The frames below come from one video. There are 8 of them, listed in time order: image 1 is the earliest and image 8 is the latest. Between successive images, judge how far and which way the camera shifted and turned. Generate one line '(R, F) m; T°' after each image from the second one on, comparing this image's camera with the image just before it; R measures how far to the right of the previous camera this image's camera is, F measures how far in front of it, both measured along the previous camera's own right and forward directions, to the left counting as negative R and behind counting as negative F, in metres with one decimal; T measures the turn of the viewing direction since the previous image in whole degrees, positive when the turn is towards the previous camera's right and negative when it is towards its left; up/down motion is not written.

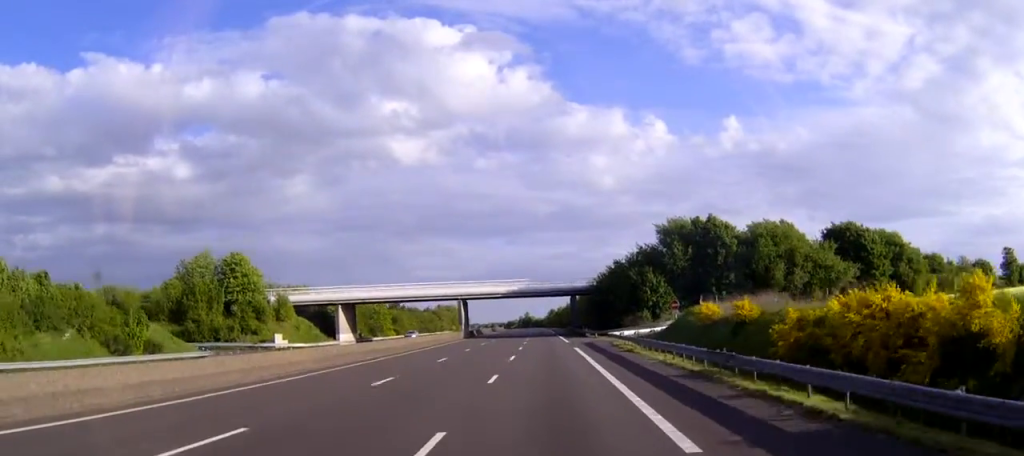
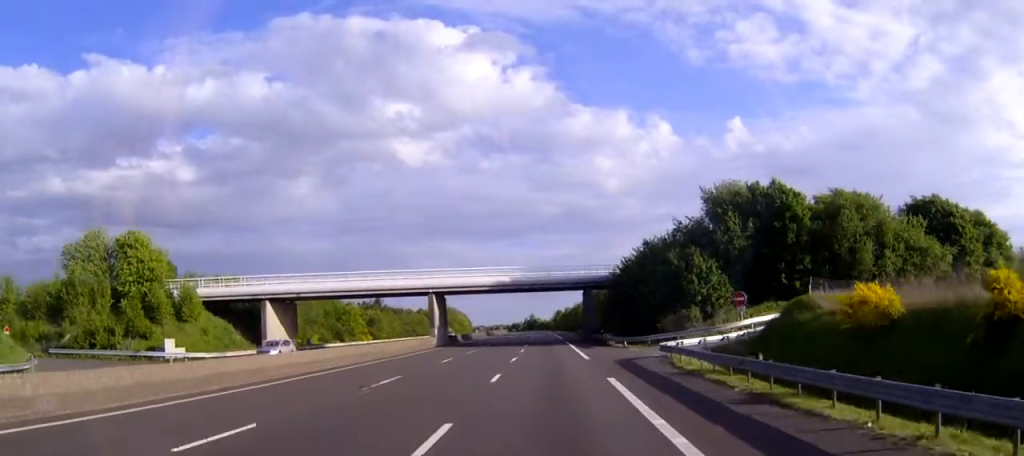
(-0.1, +25.3) m; 0°
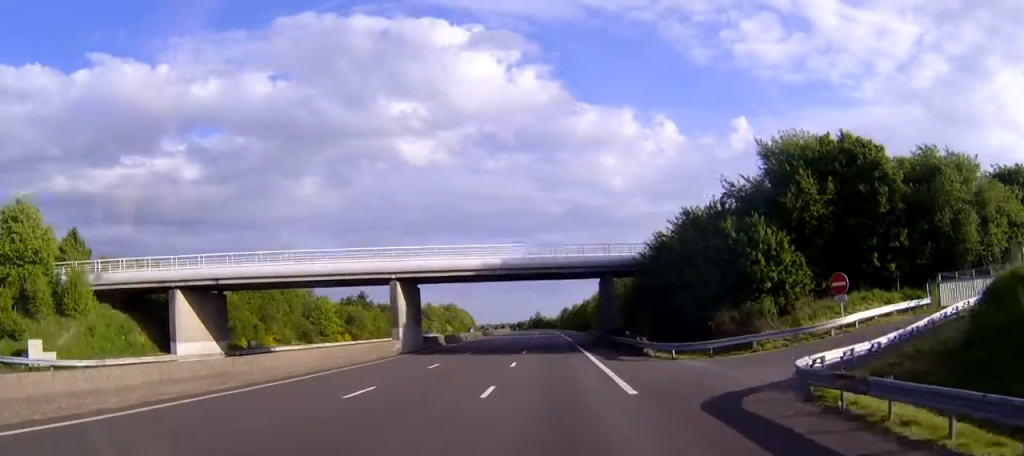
(0.0, +18.1) m; 0°
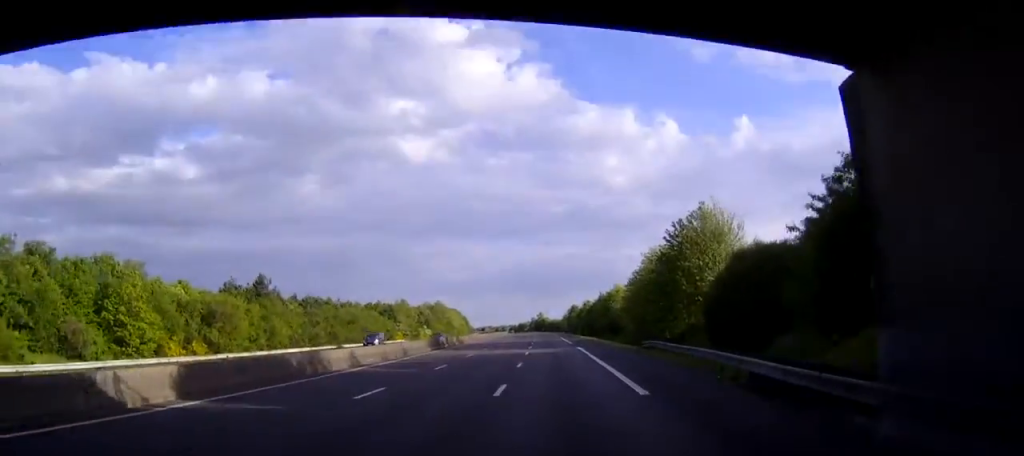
(-0.1, +51.4) m; 0°
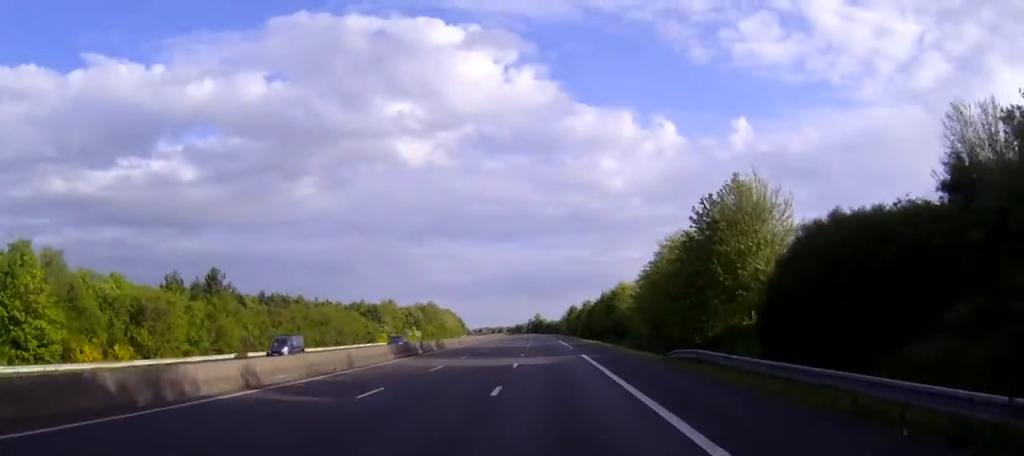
(-0.1, +12.5) m; 0°
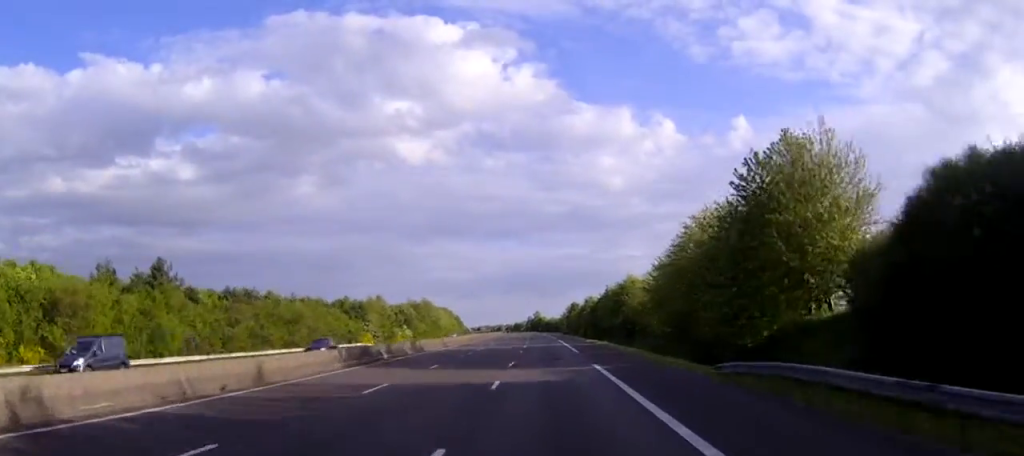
(0.0, +11.6) m; 0°
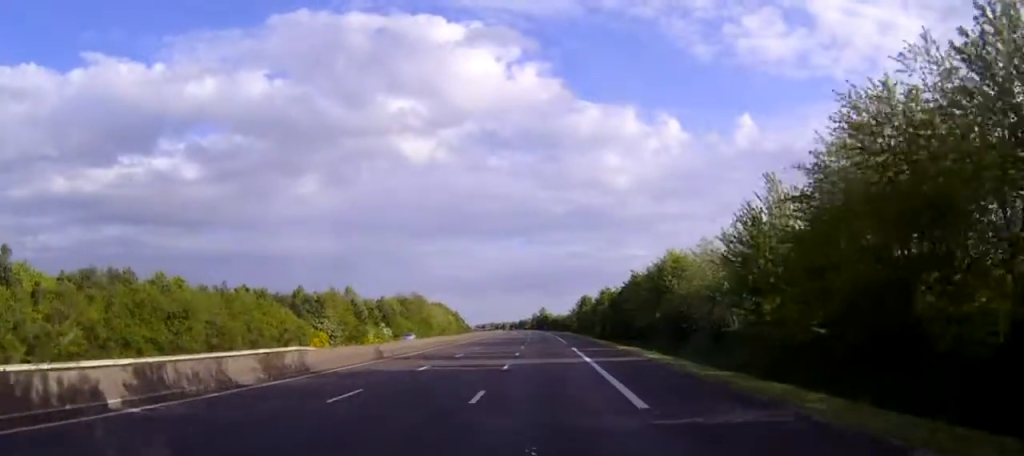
(0.0, +29.8) m; 0°
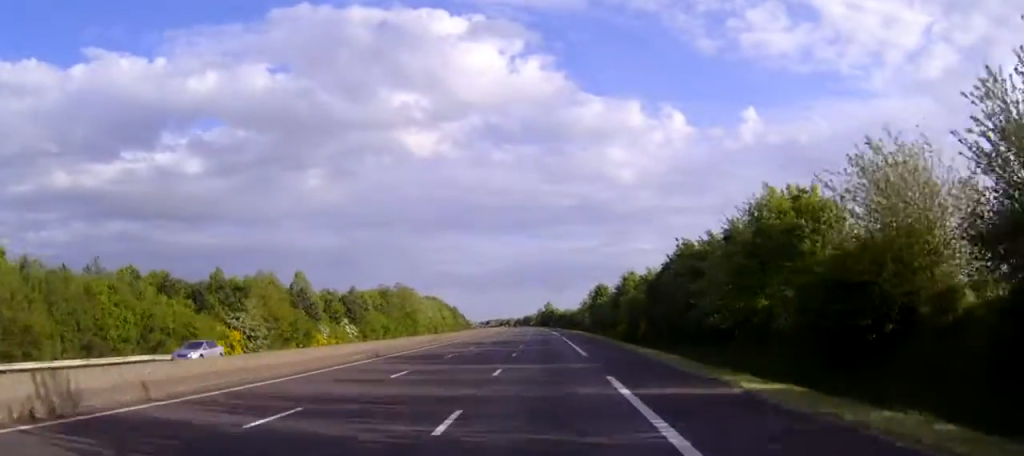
(0.0, +31.1) m; 0°
